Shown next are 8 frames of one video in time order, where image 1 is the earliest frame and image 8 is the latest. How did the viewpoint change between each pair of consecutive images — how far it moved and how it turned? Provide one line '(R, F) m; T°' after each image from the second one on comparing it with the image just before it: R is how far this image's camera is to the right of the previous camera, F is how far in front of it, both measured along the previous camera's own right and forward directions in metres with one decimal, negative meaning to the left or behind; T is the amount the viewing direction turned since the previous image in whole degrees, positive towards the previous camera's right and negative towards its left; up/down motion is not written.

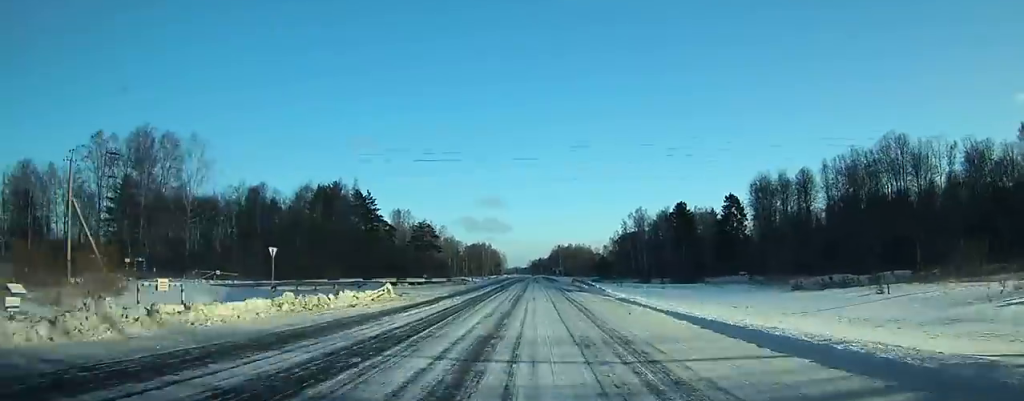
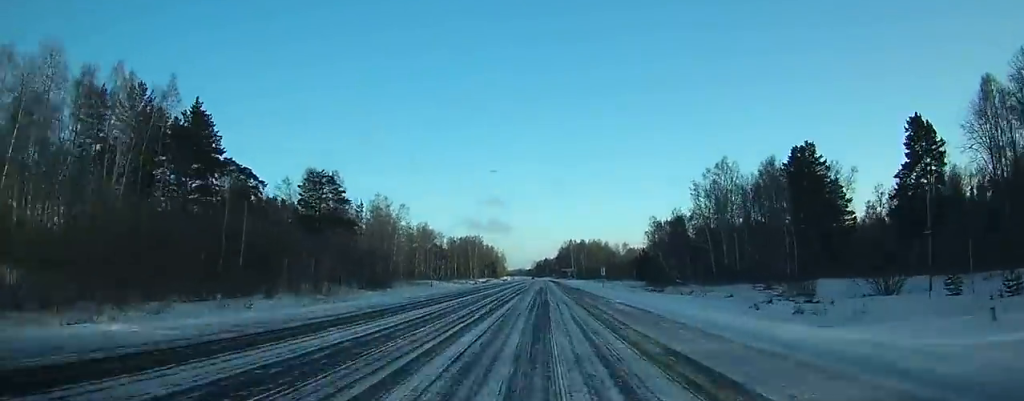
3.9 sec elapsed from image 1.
(-0.5, +88.6) m; 0°
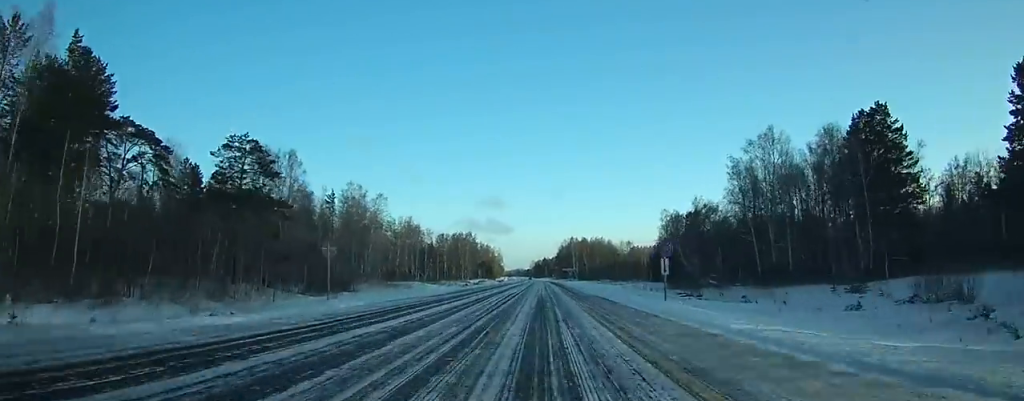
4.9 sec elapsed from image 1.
(0.0, +24.6) m; 0°
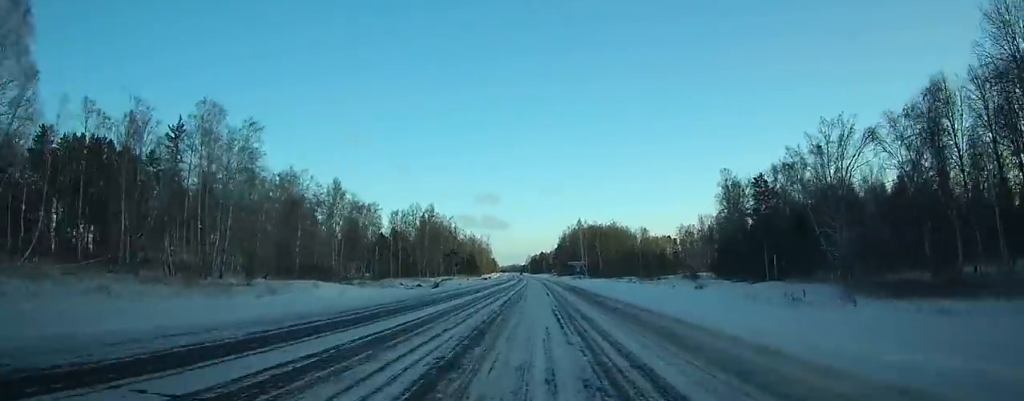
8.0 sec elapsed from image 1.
(+0.3, +71.3) m; 0°
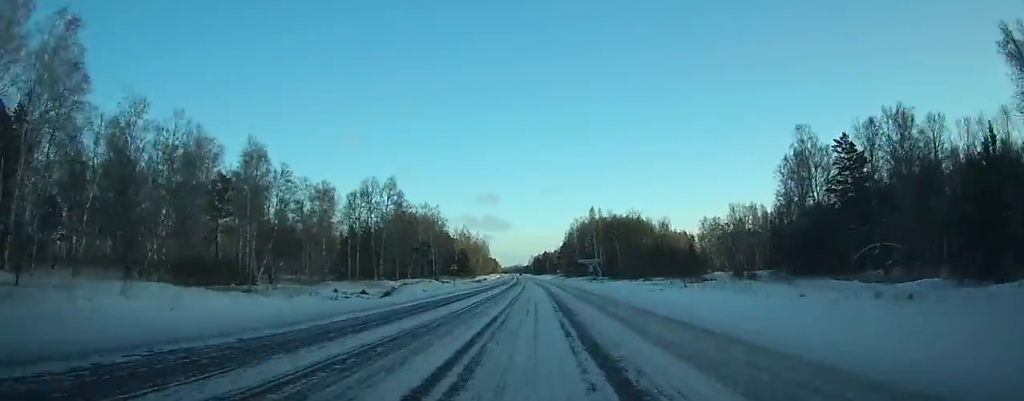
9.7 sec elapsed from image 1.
(0.0, +40.6) m; 0°
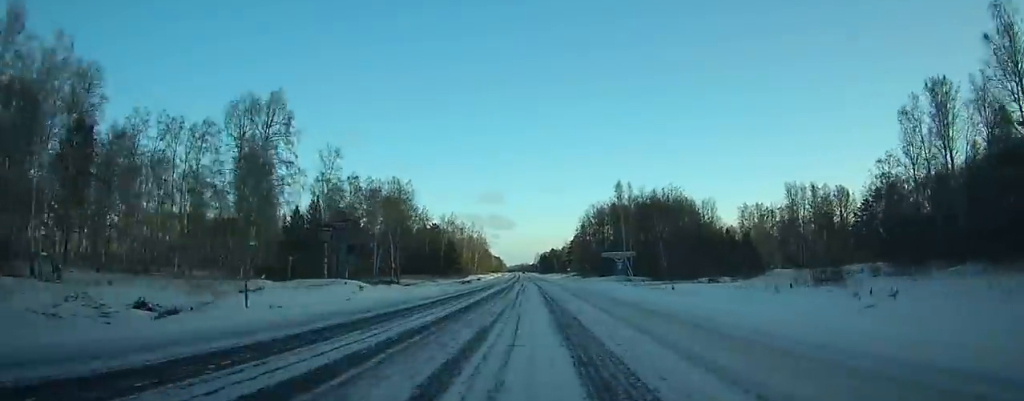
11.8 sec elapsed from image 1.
(-0.2, +48.6) m; -1°
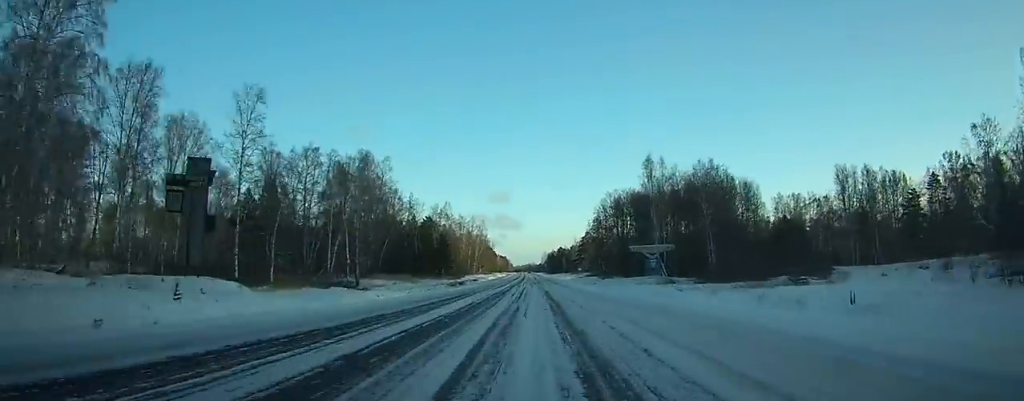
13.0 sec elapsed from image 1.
(-0.2, +28.3) m; -1°
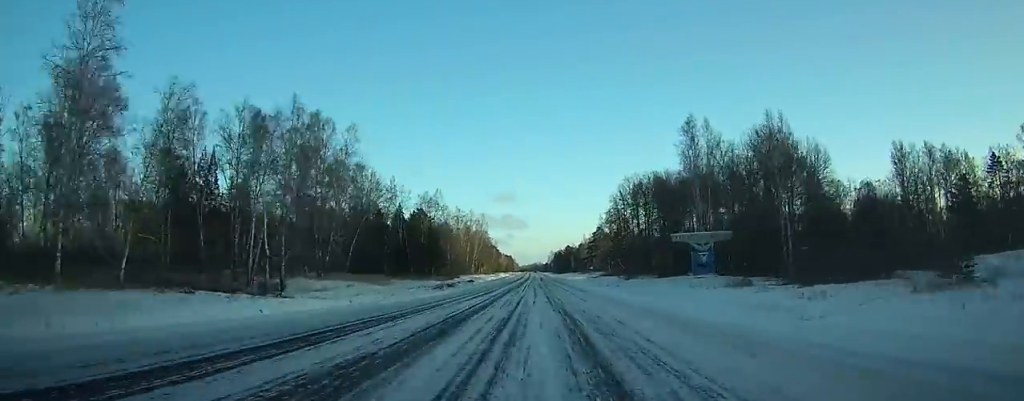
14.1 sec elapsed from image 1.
(-0.1, +25.3) m; -1°
